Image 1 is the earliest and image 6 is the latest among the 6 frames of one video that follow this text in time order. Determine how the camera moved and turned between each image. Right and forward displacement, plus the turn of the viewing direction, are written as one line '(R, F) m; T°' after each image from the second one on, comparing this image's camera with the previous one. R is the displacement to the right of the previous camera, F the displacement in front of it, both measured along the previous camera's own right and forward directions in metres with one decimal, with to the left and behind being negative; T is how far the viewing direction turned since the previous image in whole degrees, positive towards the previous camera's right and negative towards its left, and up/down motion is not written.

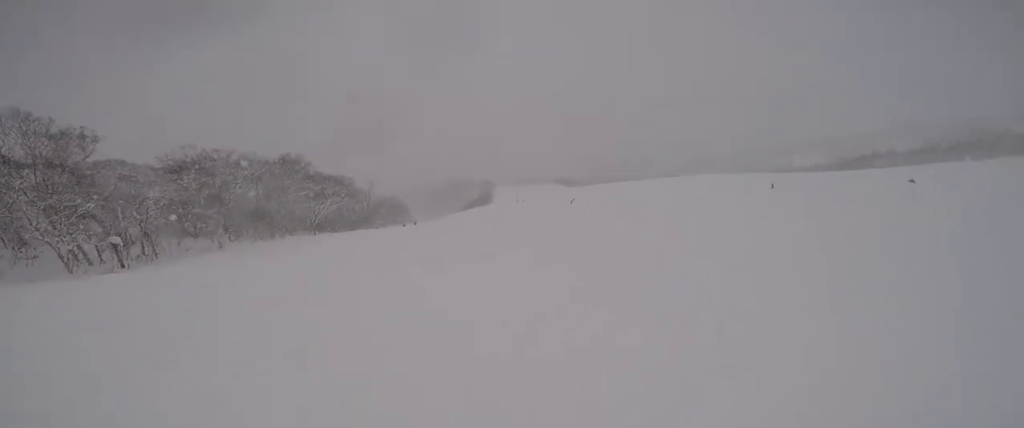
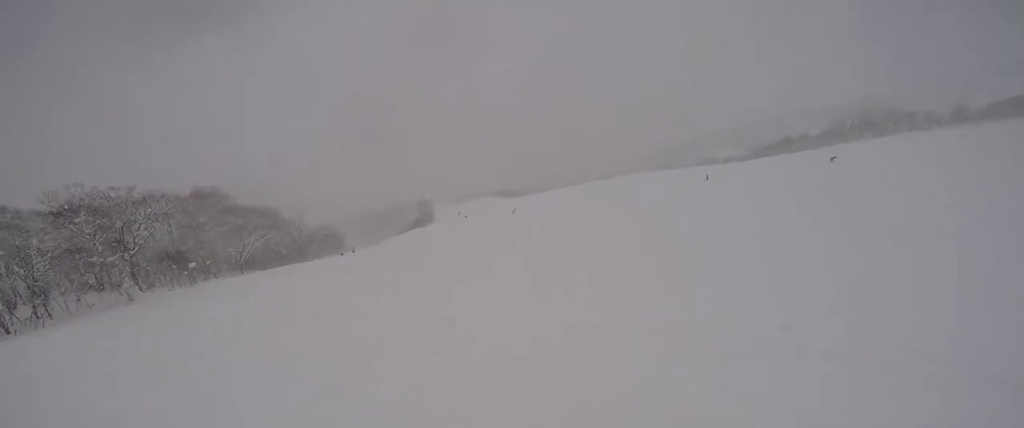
(+0.2, +2.4) m; +8°
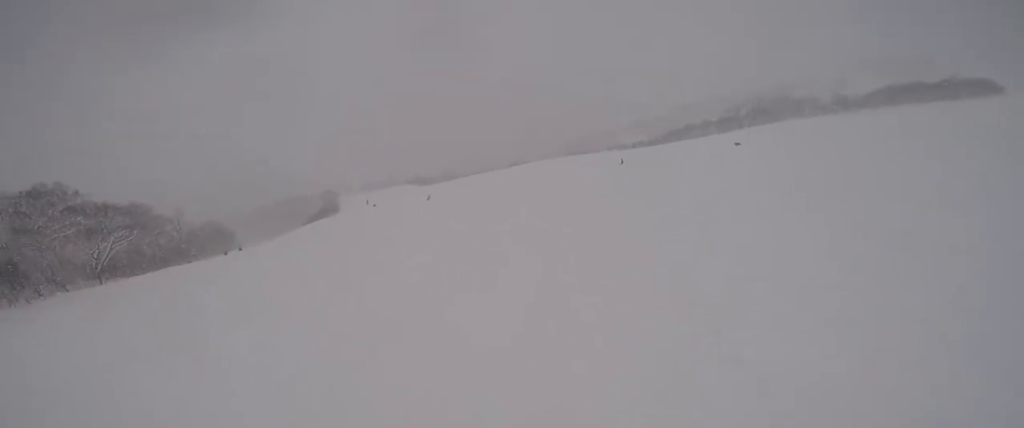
(+0.4, +3.8) m; +8°
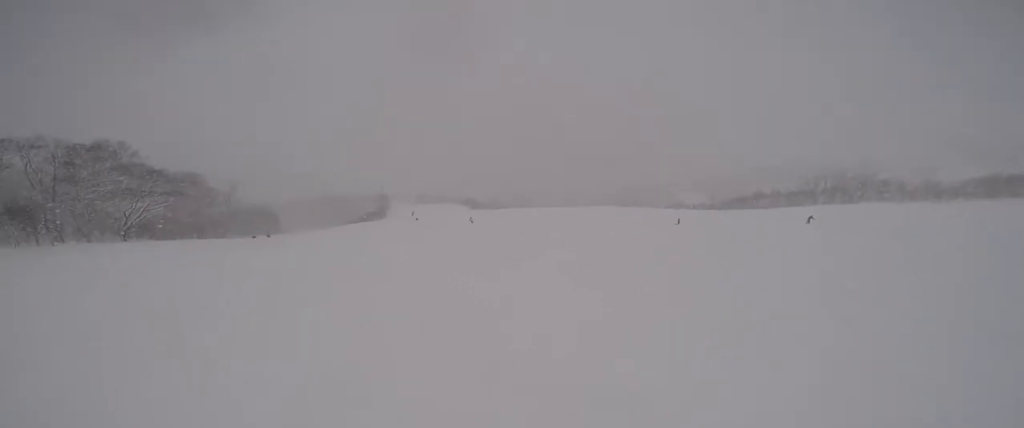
(+0.3, +4.9) m; -7°
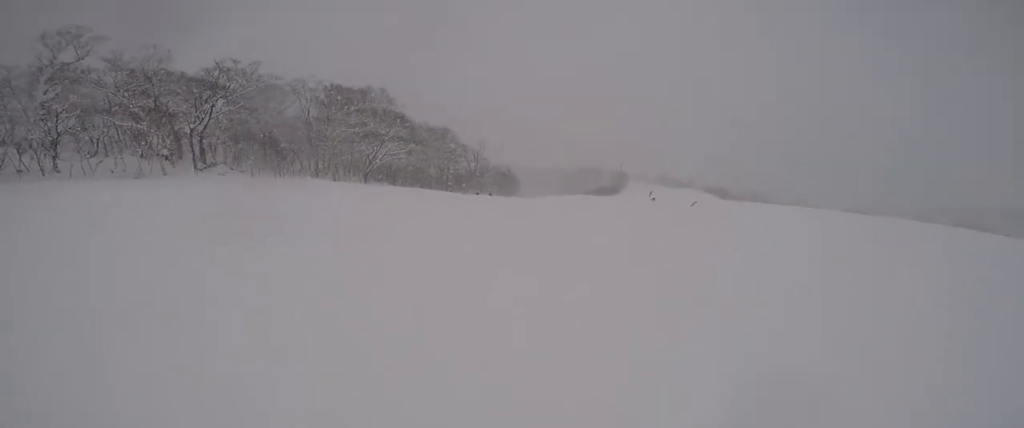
(-7.0, +11.1) m; -30°
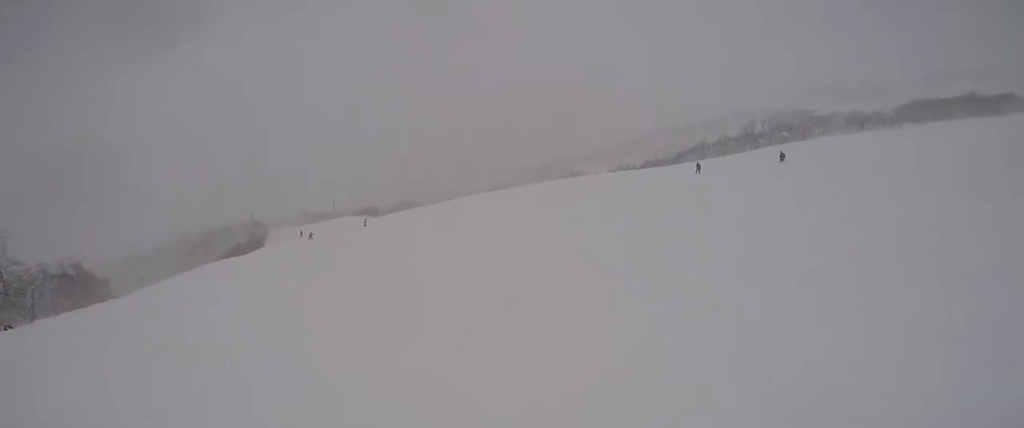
(+7.2, +14.7) m; +36°
